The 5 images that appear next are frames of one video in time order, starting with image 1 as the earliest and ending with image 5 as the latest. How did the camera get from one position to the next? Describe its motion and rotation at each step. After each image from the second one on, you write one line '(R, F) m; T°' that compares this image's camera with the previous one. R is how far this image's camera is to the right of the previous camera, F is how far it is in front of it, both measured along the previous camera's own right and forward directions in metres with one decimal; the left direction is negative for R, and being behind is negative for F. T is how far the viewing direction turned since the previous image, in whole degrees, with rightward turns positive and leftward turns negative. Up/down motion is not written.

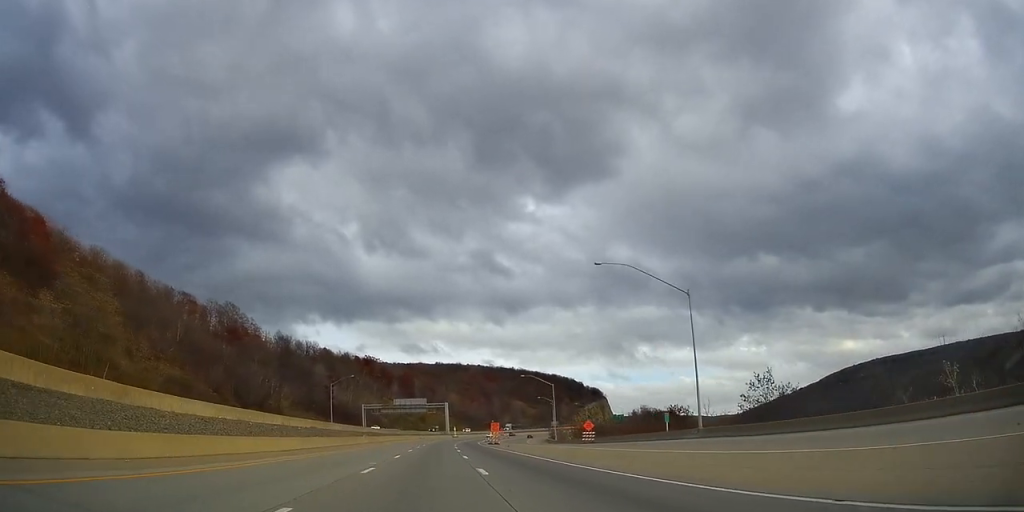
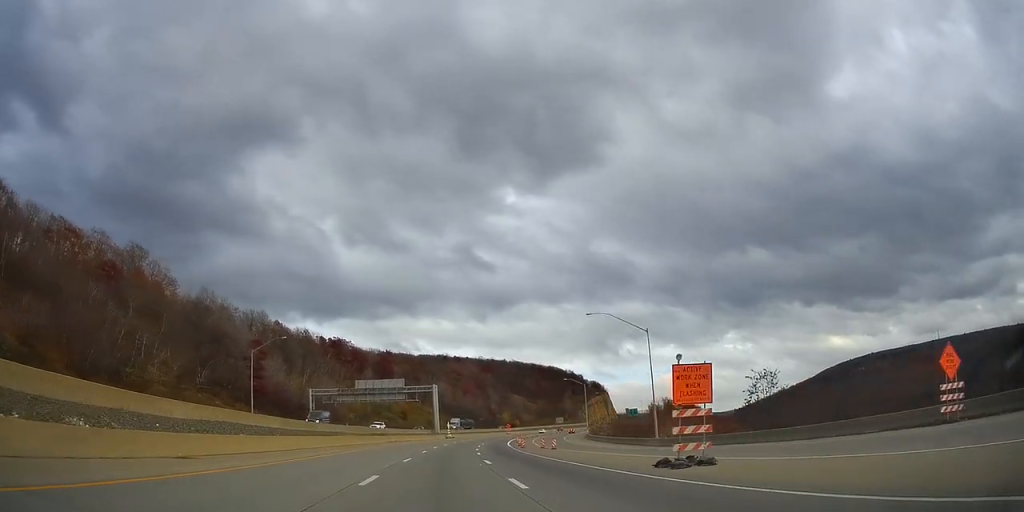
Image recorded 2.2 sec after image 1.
(+0.2, +65.9) m; +1°
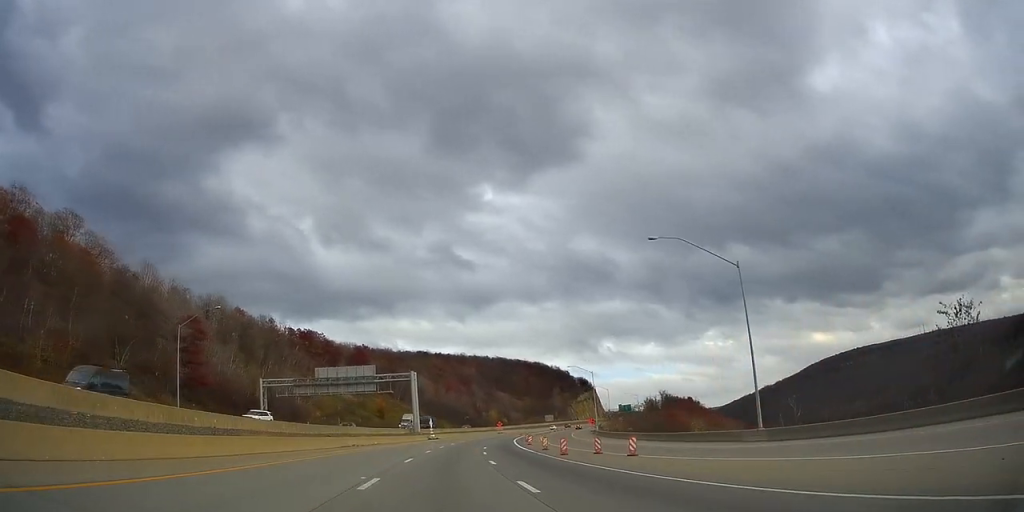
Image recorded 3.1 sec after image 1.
(-0.1, +25.7) m; 0°
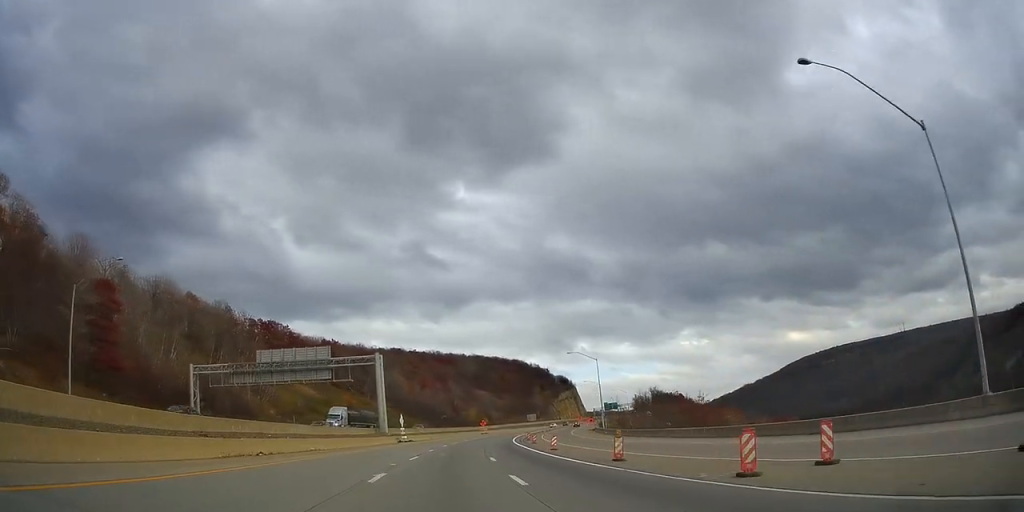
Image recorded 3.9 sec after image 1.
(0.0, +22.7) m; +1°
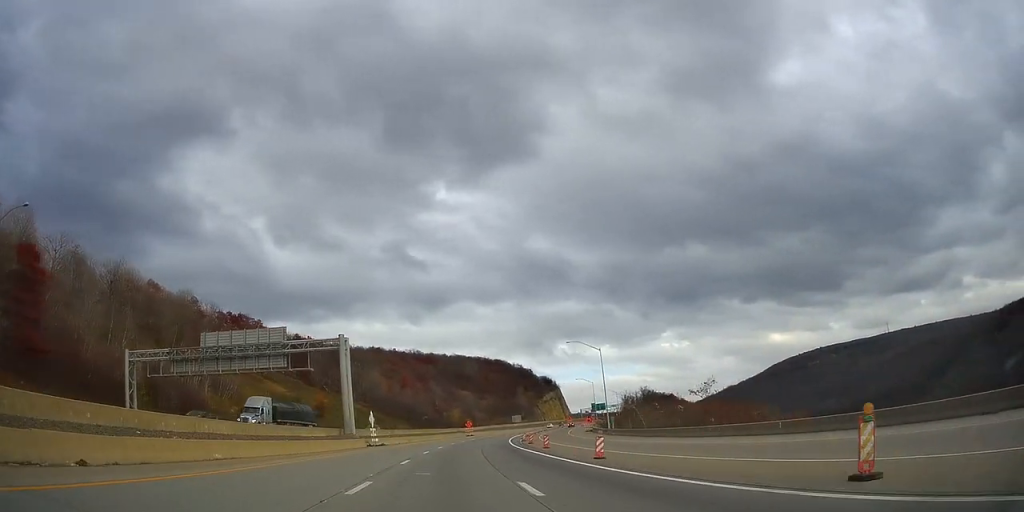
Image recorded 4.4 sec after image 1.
(+0.1, +14.8) m; +1°
